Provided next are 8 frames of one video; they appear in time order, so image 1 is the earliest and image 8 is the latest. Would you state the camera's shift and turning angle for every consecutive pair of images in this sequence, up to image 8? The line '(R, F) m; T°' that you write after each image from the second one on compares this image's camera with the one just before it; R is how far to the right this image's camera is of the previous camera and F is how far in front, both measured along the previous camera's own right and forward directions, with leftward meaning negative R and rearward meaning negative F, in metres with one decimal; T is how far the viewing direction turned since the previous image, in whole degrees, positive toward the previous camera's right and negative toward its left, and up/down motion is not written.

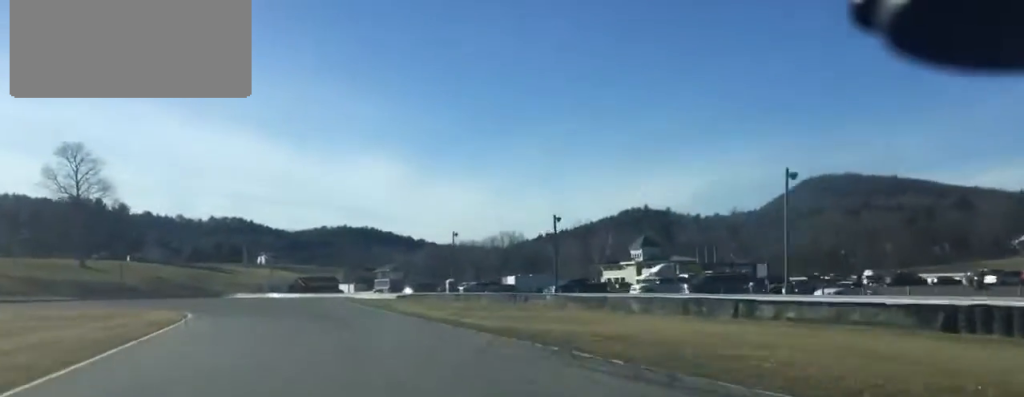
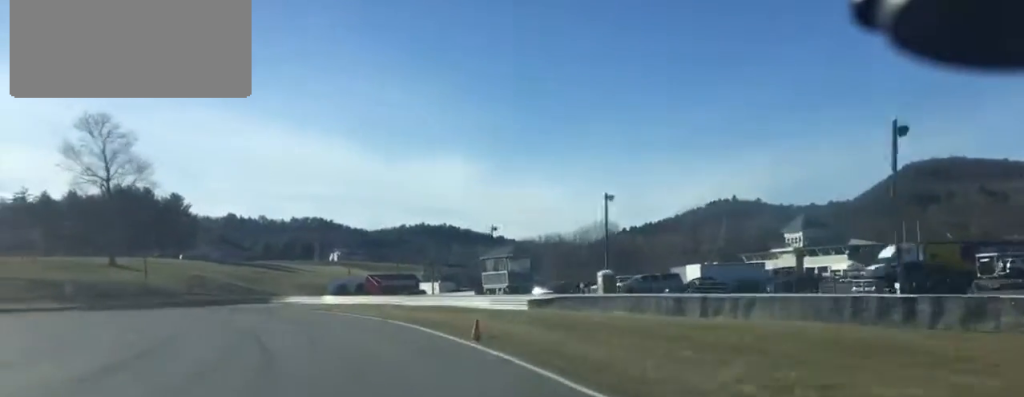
(-0.8, +40.3) m; -7°
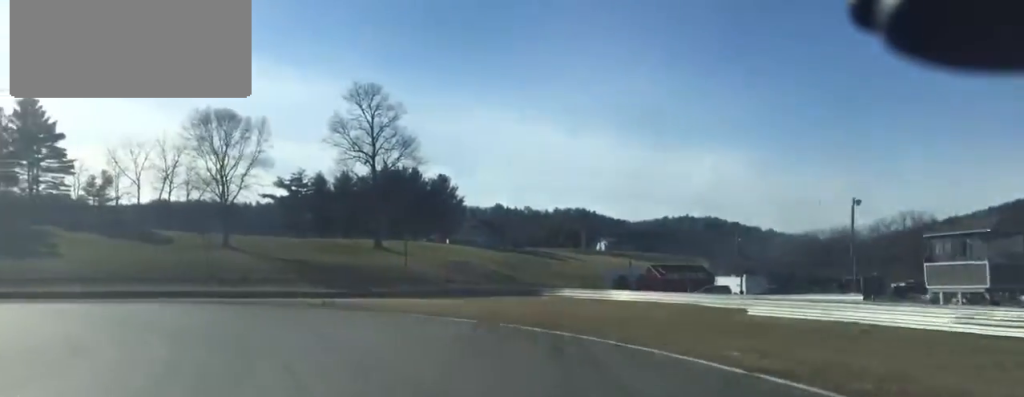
(-2.6, +25.8) m; -15°
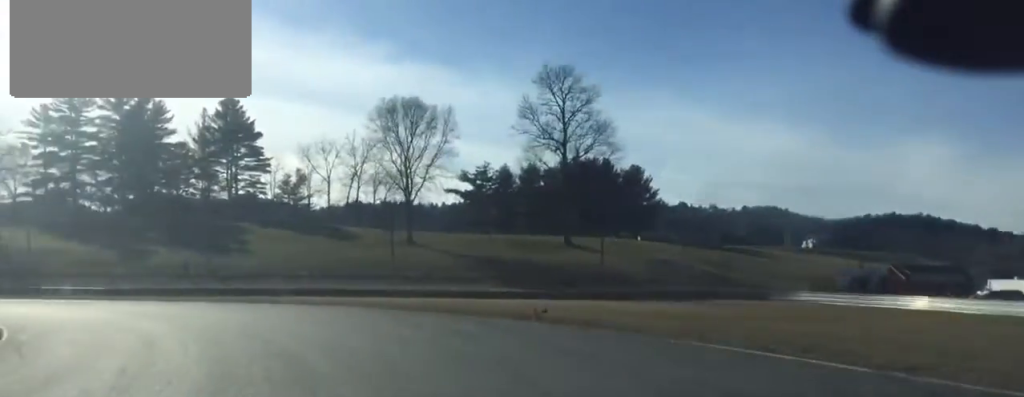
(-0.4, +14.8) m; -11°
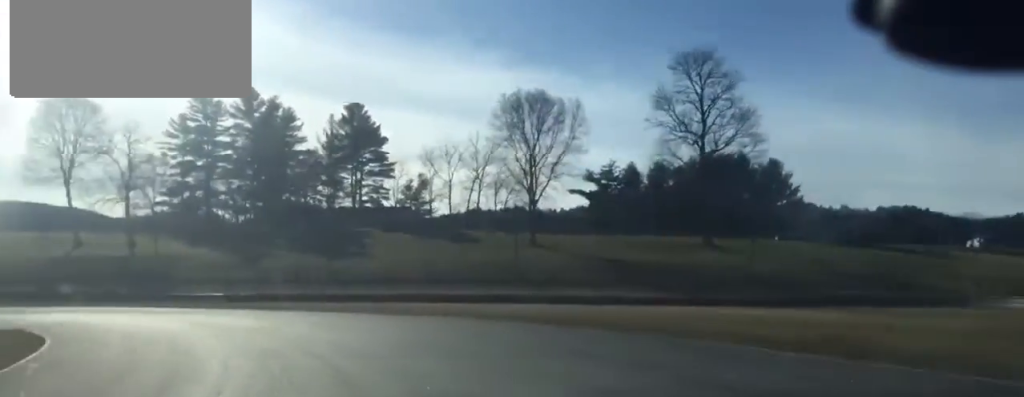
(-1.6, +9.0) m; -7°
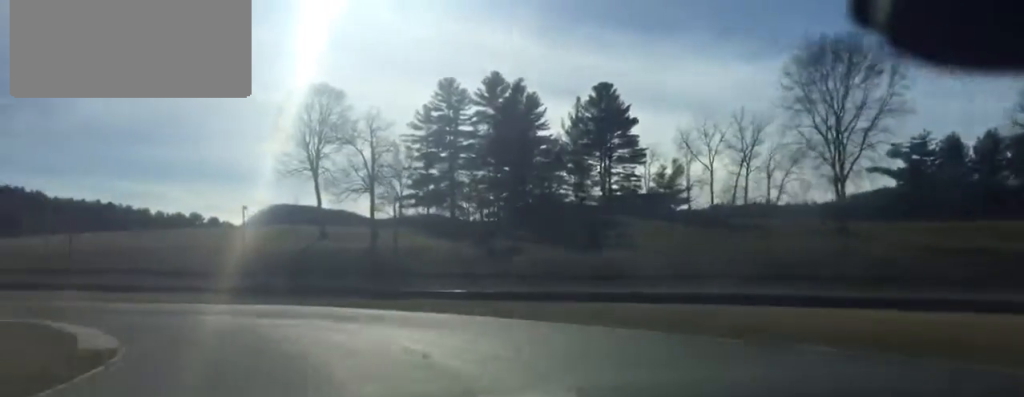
(-3.0, +20.0) m; -14°
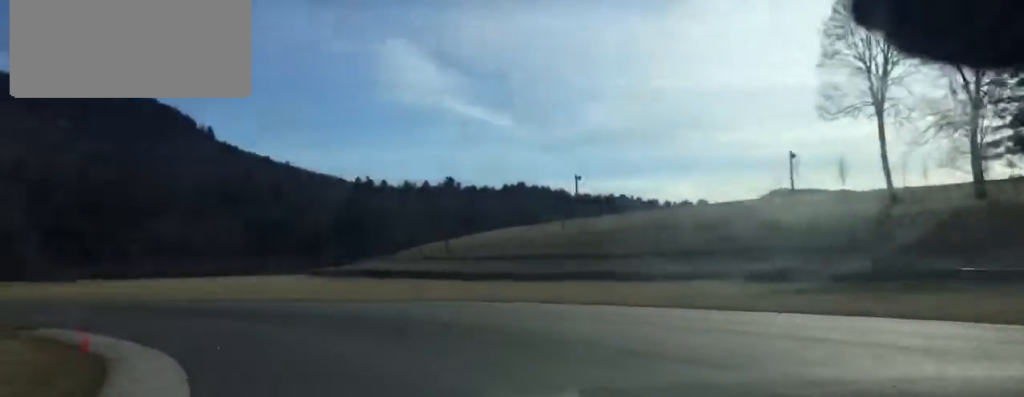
(-5.2, +35.3) m; -34°
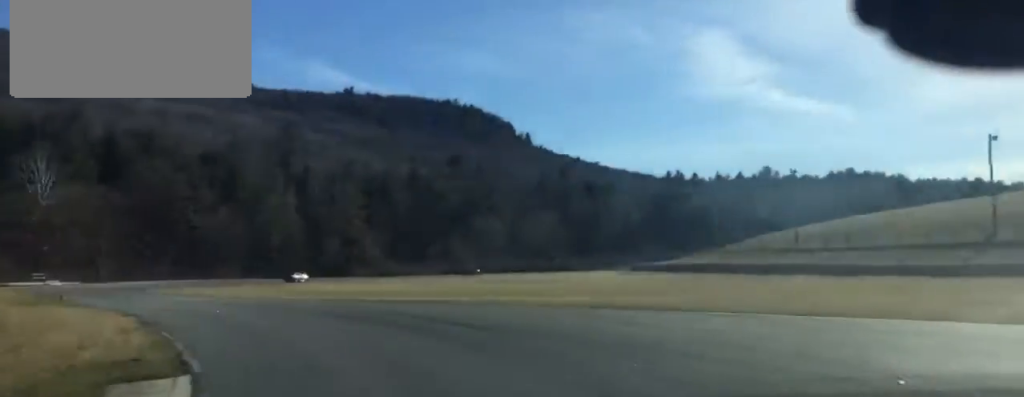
(-6.4, +15.4) m; -20°
